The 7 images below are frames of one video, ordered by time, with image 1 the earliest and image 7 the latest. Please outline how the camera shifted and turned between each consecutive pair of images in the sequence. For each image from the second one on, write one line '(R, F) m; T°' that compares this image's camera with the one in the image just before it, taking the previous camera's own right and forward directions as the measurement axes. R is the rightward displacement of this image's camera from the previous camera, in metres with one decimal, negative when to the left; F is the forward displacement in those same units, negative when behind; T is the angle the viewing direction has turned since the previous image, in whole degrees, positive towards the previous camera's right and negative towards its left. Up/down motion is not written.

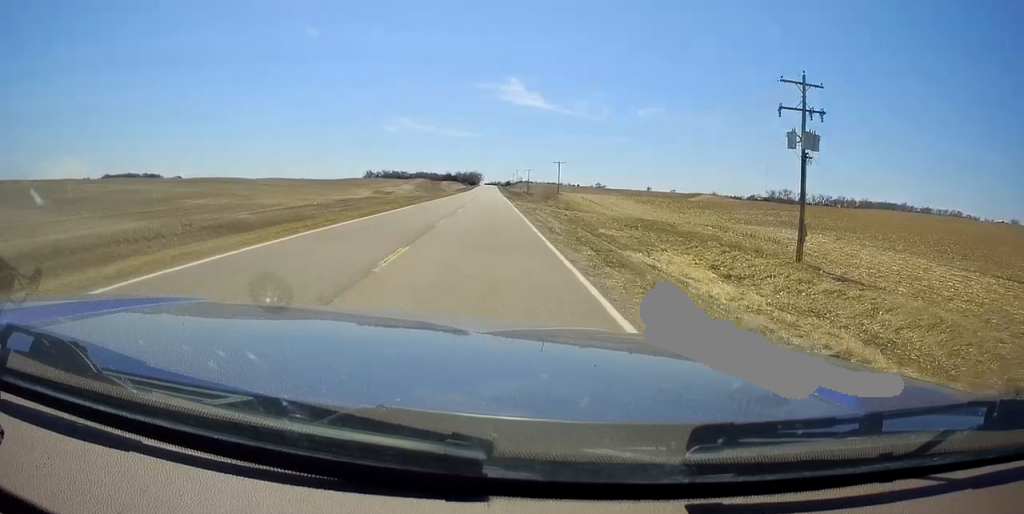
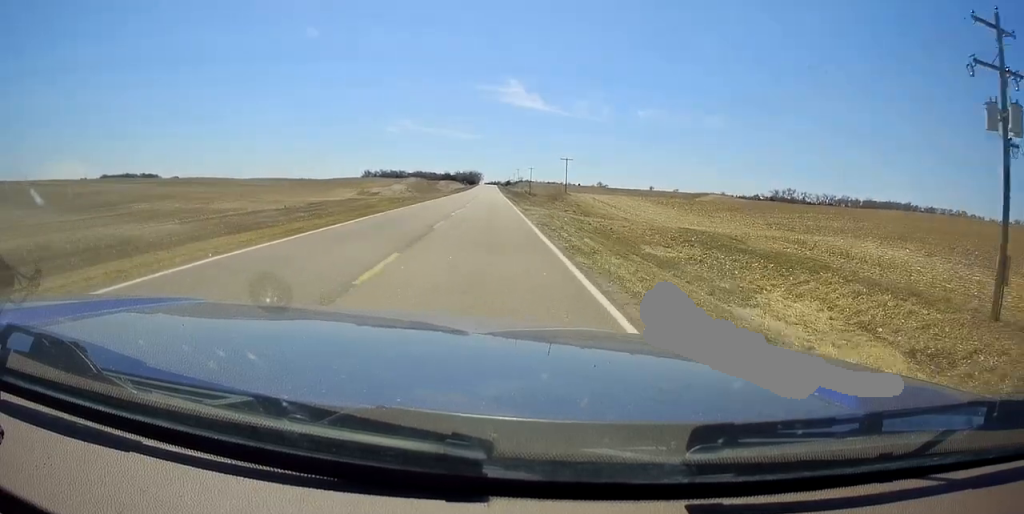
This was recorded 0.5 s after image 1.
(0.0, +12.7) m; 0°
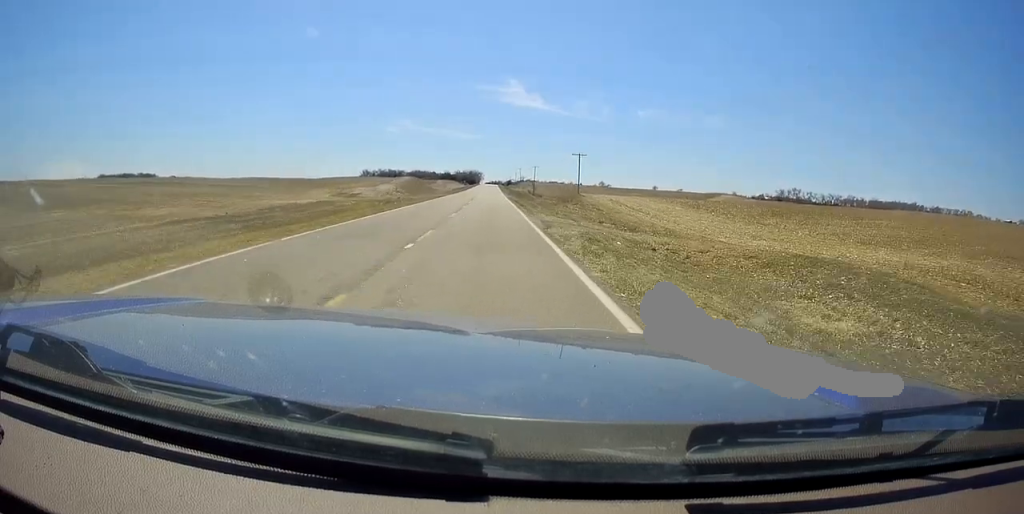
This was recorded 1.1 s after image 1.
(0.0, +15.7) m; 0°
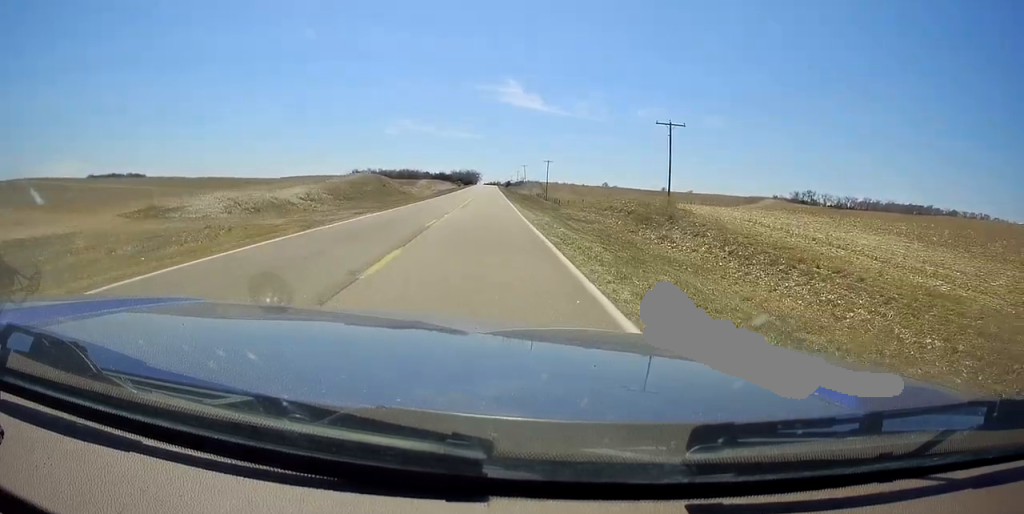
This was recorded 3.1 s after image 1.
(0.0, +50.3) m; 0°
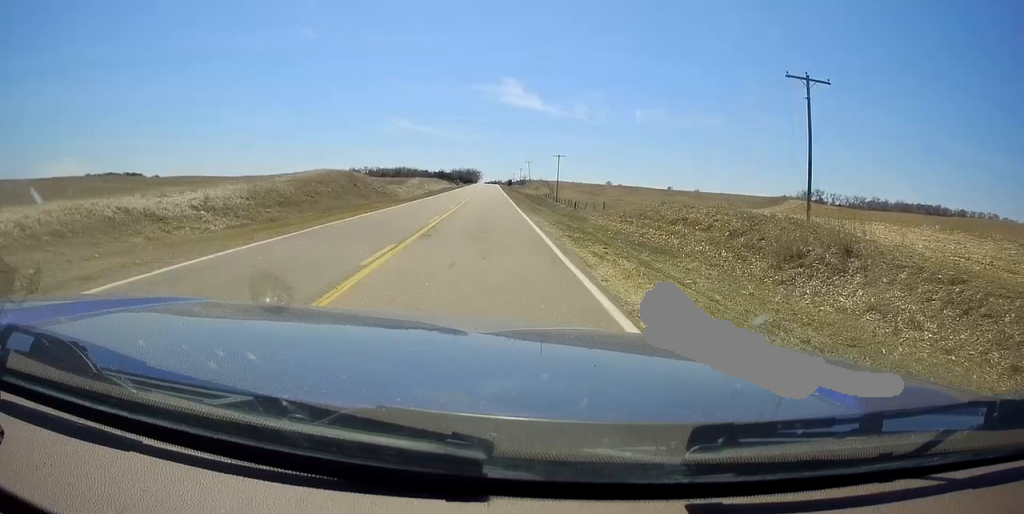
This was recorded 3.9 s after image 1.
(0.0, +21.4) m; +1°
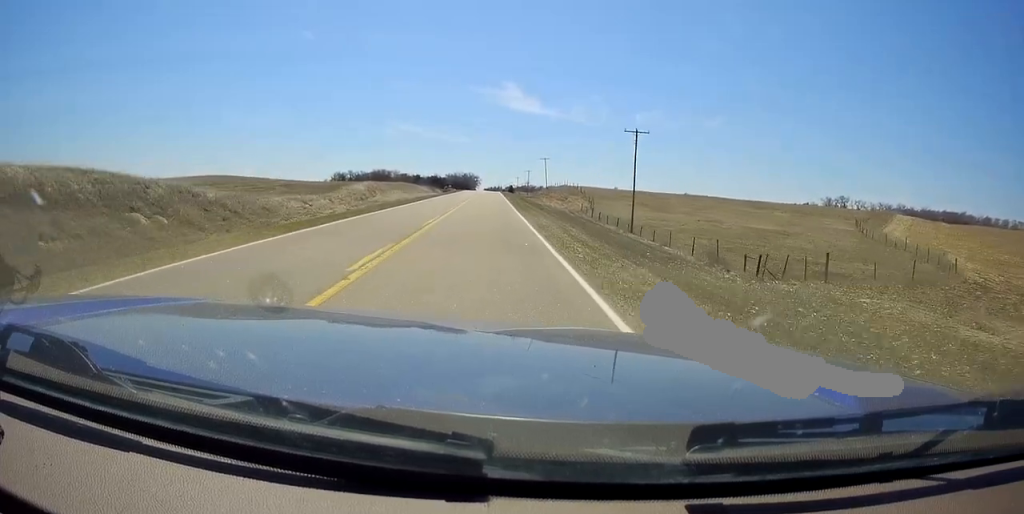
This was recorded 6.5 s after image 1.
(-0.2, +67.5) m; -1°
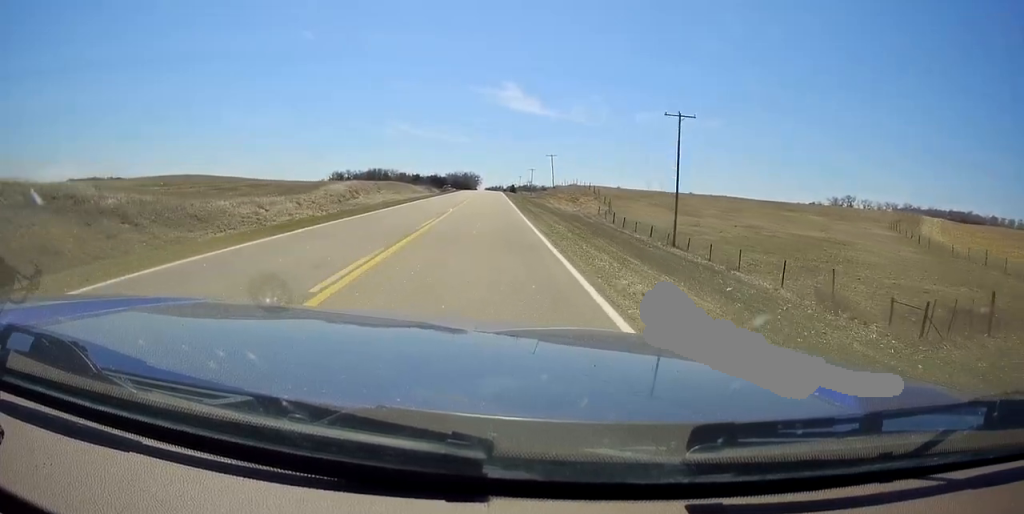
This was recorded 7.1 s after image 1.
(-0.1, +13.3) m; 0°
